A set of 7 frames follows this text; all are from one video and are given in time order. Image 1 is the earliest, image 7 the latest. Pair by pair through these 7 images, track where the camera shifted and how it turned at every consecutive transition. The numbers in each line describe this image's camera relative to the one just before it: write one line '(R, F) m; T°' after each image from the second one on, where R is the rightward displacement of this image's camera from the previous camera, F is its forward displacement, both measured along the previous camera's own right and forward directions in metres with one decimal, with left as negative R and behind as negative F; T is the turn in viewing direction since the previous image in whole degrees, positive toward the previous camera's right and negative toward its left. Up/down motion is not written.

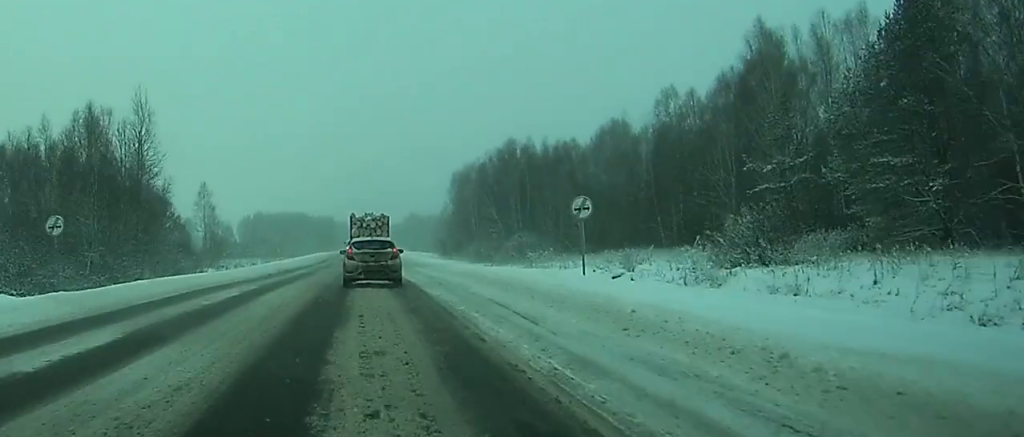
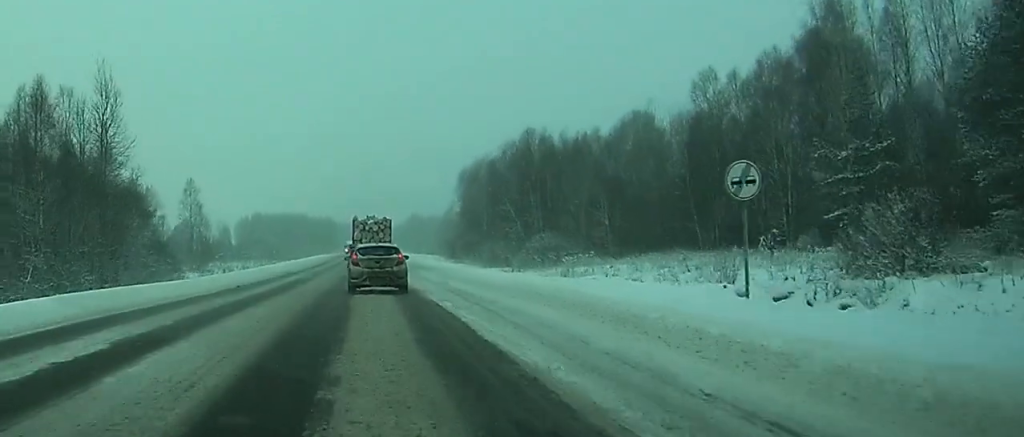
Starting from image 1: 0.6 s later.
(0.0, +12.5) m; 0°
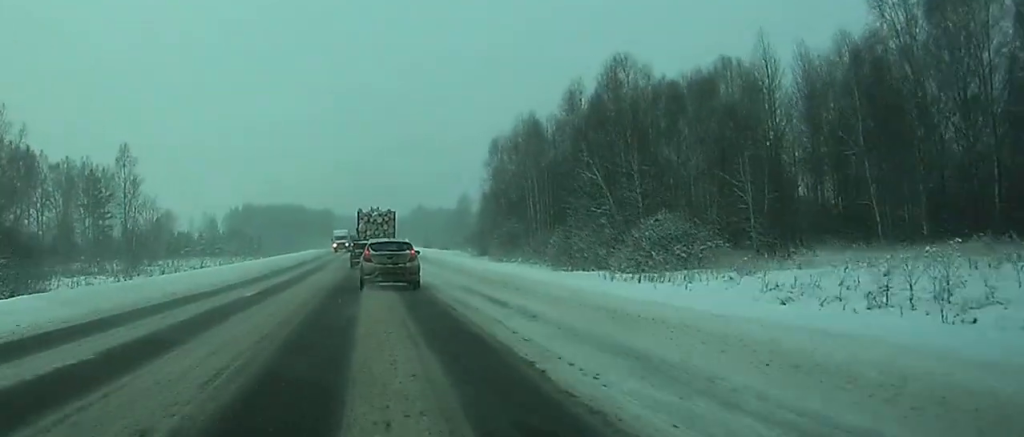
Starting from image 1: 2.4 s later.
(0.0, +37.6) m; 0°
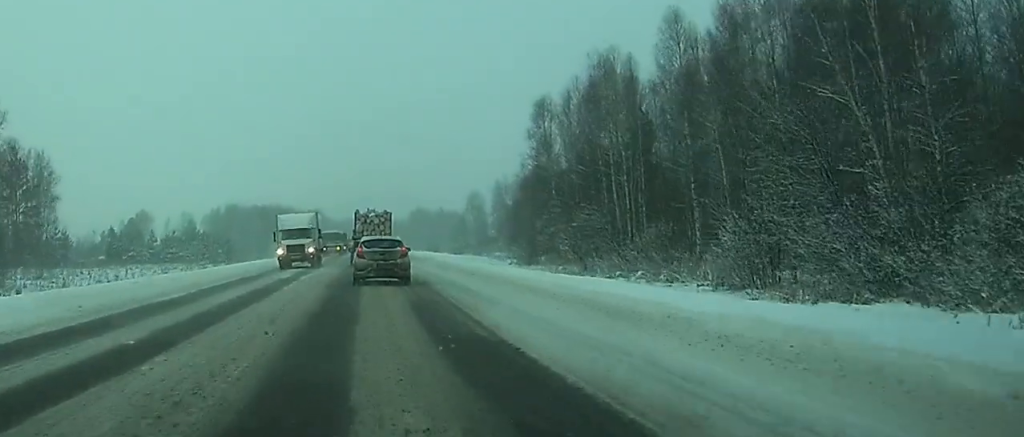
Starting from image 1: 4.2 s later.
(0.0, +34.8) m; 0°
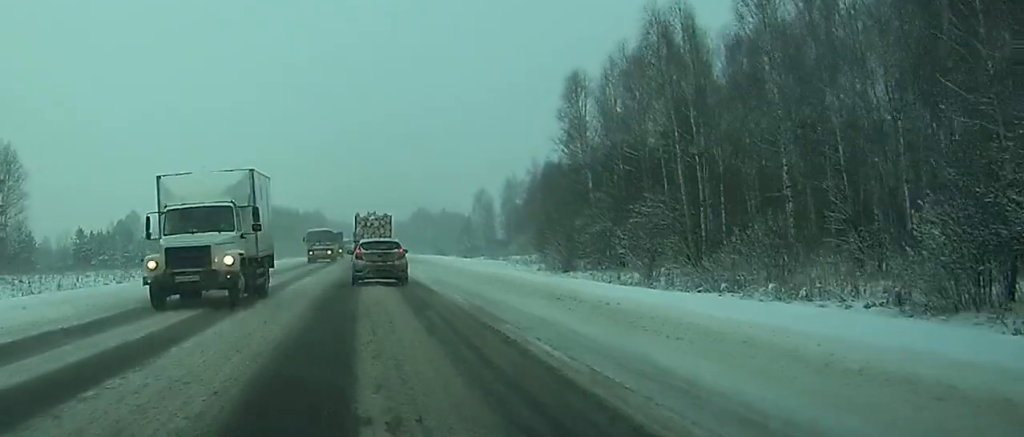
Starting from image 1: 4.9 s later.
(0.0, +13.9) m; 0°
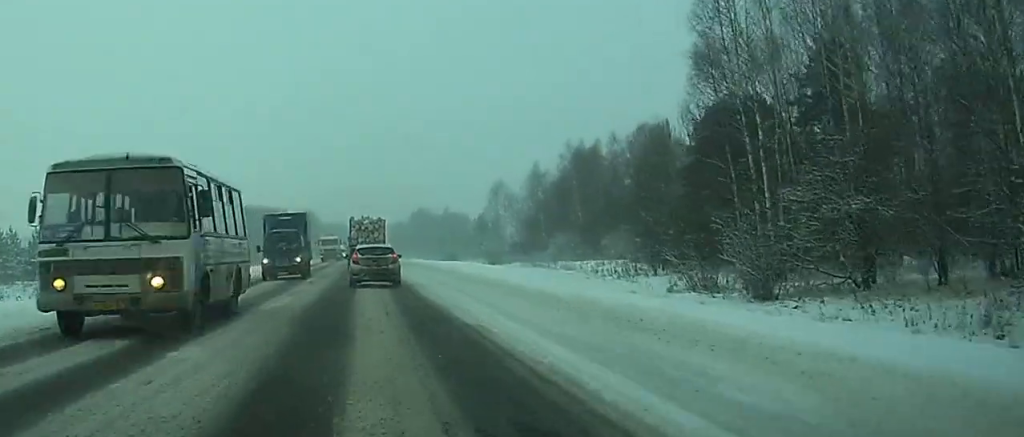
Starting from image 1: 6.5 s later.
(0.0, +32.2) m; 0°
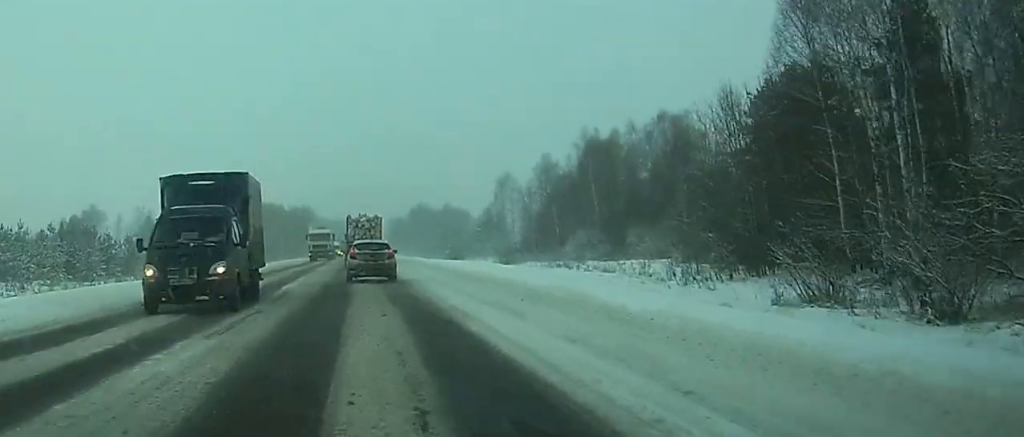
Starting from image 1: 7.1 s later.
(0.0, +11.1) m; 0°
